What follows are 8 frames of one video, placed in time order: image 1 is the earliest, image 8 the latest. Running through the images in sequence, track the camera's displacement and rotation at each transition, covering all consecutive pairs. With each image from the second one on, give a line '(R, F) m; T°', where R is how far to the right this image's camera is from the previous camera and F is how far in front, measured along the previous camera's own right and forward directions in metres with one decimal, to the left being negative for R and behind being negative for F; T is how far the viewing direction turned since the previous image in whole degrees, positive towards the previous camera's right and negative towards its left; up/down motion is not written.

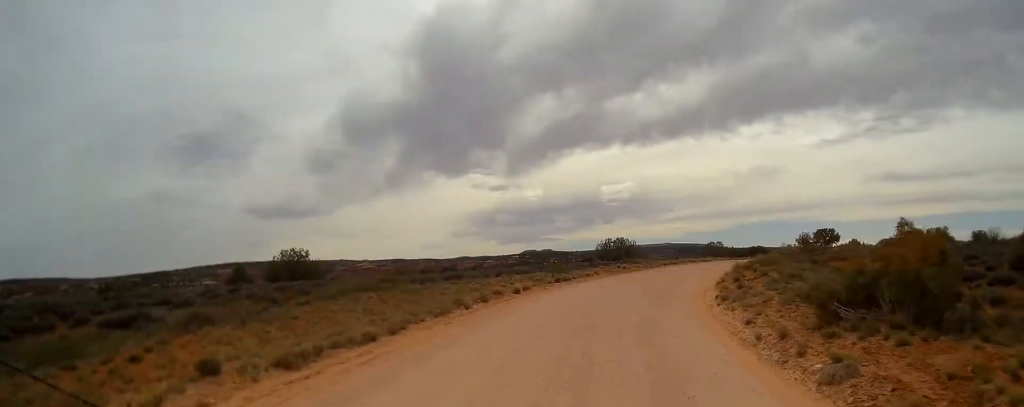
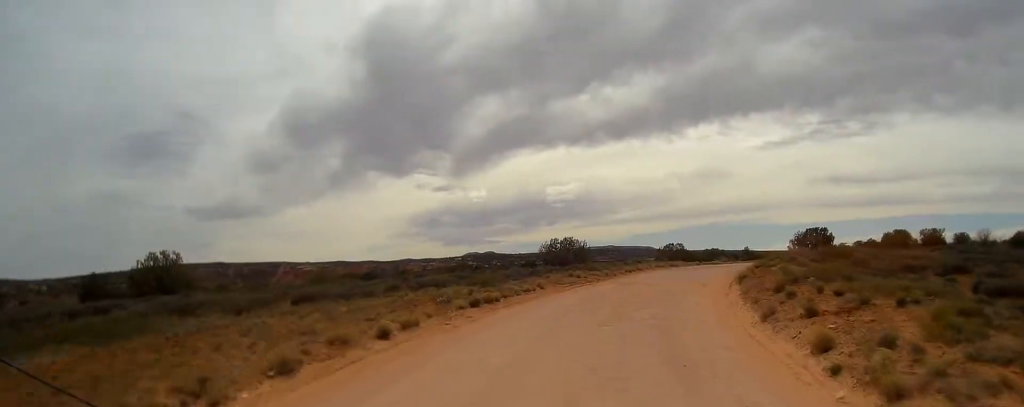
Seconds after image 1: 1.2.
(+0.3, +13.1) m; +3°
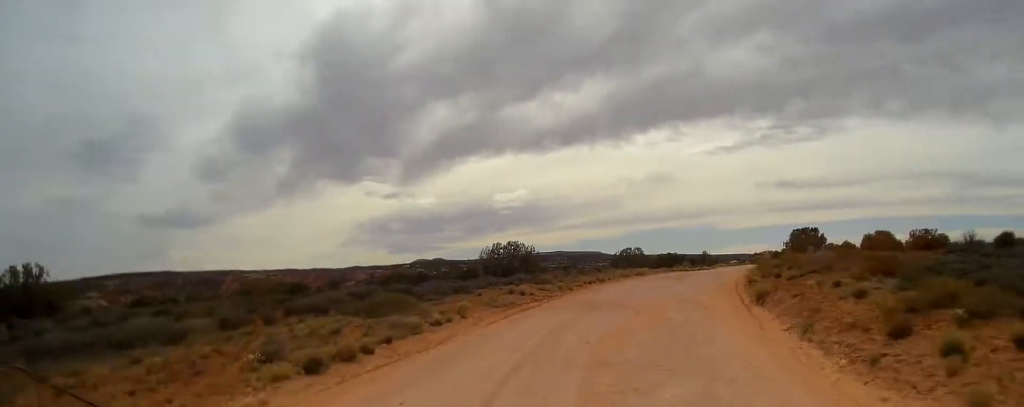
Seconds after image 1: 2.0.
(+0.2, +10.0) m; +5°
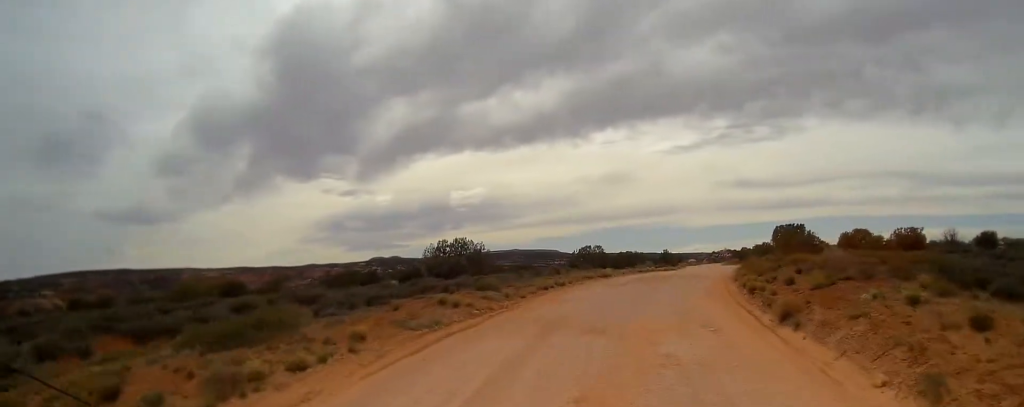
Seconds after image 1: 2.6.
(+0.4, +6.5) m; +3°
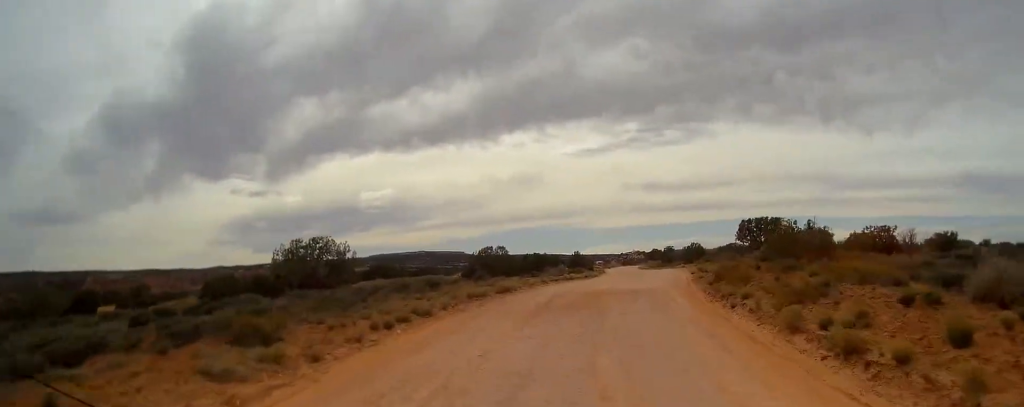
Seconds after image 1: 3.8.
(+0.5, +13.5) m; +7°
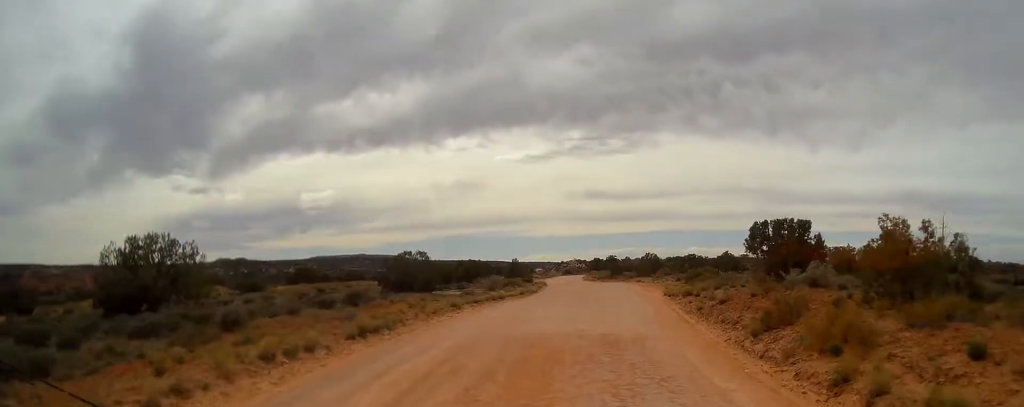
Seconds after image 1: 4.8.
(+0.9, +12.1) m; +7°
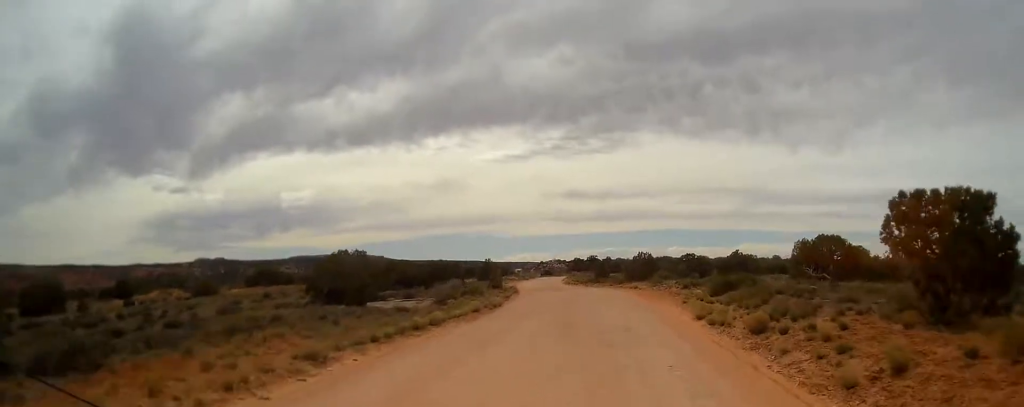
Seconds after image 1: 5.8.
(+0.7, +12.2) m; +4°
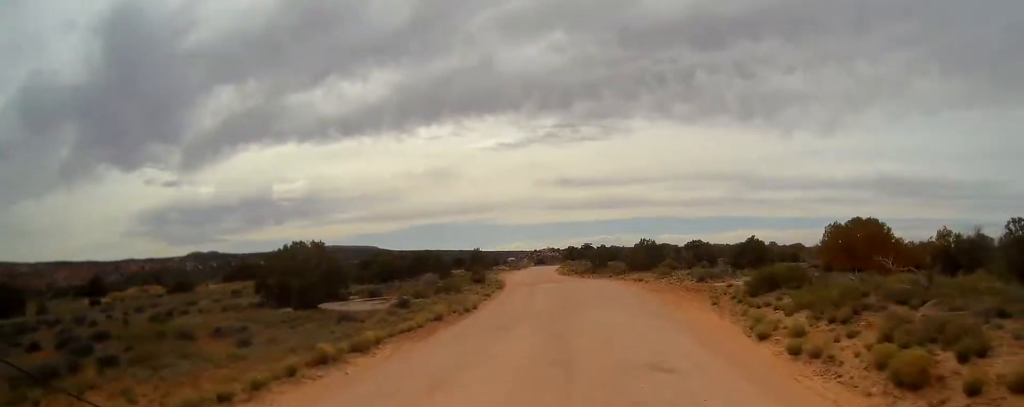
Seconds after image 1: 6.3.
(+0.1, +6.9) m; +1°
